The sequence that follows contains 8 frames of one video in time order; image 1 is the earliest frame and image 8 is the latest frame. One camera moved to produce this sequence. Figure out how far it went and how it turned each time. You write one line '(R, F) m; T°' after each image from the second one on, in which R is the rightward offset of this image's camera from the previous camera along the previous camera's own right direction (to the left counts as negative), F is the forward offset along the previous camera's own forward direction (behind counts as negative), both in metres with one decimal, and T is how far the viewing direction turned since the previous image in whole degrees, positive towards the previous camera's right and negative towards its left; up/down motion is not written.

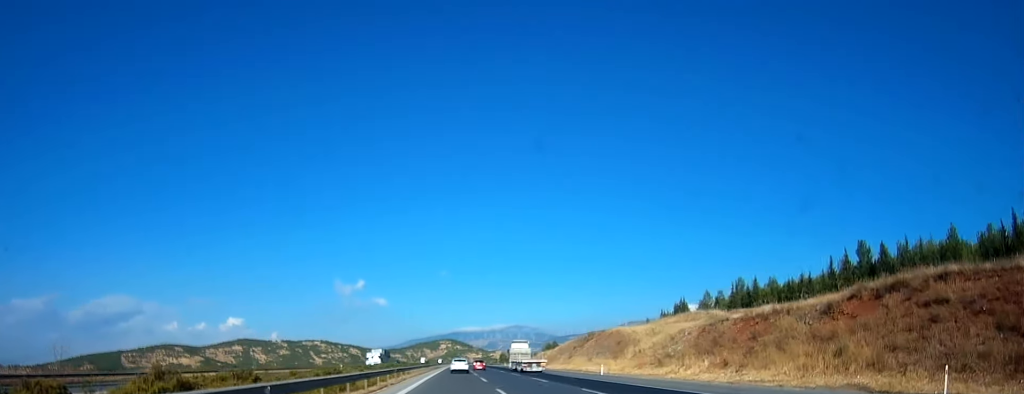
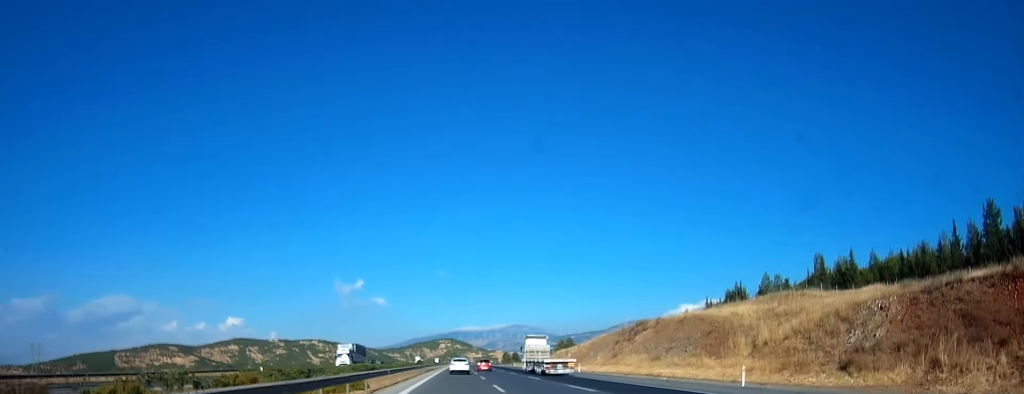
(-0.1, +28.7) m; 0°
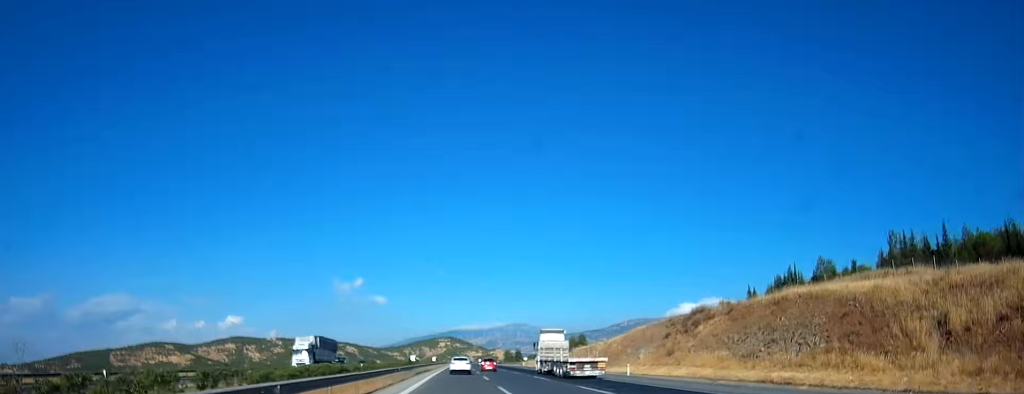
(+0.2, +19.4) m; 0°
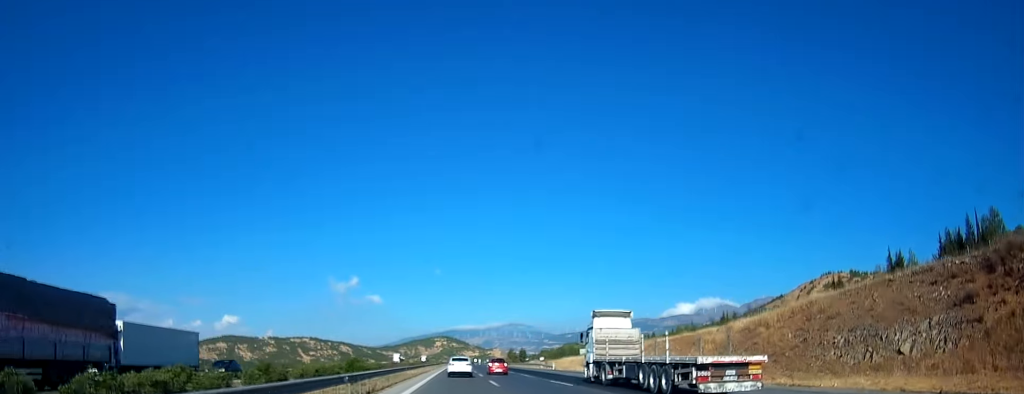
(+0.2, +41.3) m; 0°
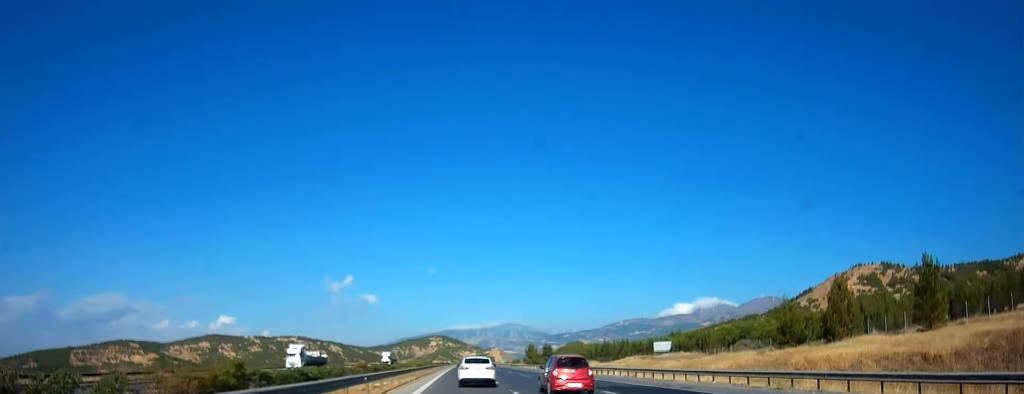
(+0.4, +94.6) m; +1°
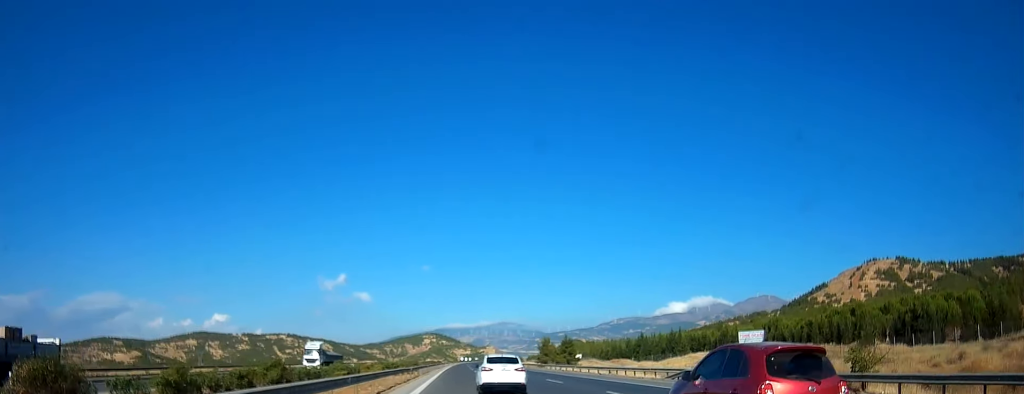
(+0.1, +49.9) m; 0°
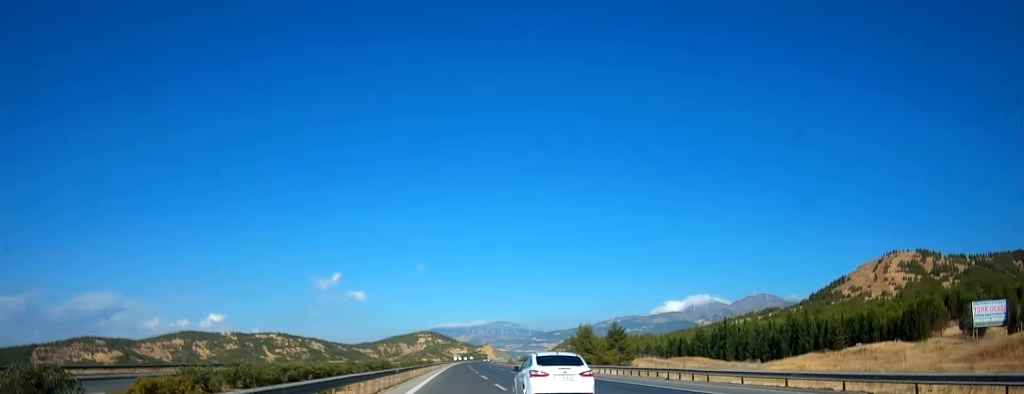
(0.0, +56.8) m; 0°
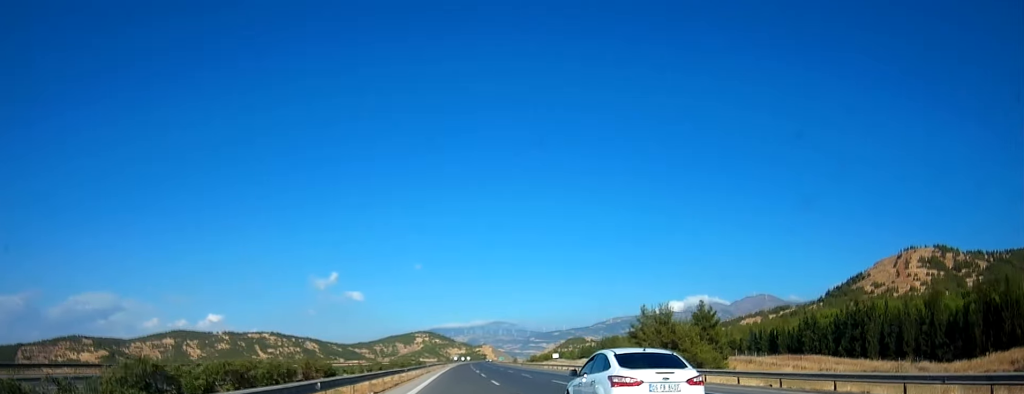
(0.0, +43.2) m; 0°
